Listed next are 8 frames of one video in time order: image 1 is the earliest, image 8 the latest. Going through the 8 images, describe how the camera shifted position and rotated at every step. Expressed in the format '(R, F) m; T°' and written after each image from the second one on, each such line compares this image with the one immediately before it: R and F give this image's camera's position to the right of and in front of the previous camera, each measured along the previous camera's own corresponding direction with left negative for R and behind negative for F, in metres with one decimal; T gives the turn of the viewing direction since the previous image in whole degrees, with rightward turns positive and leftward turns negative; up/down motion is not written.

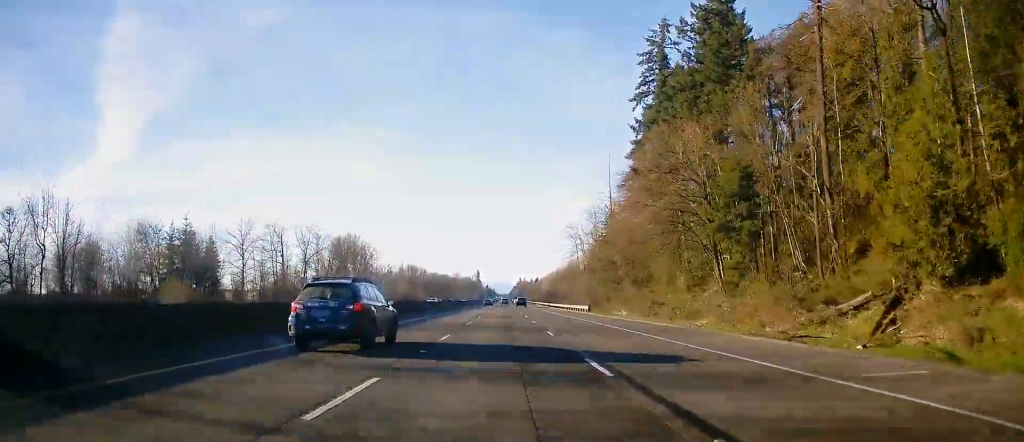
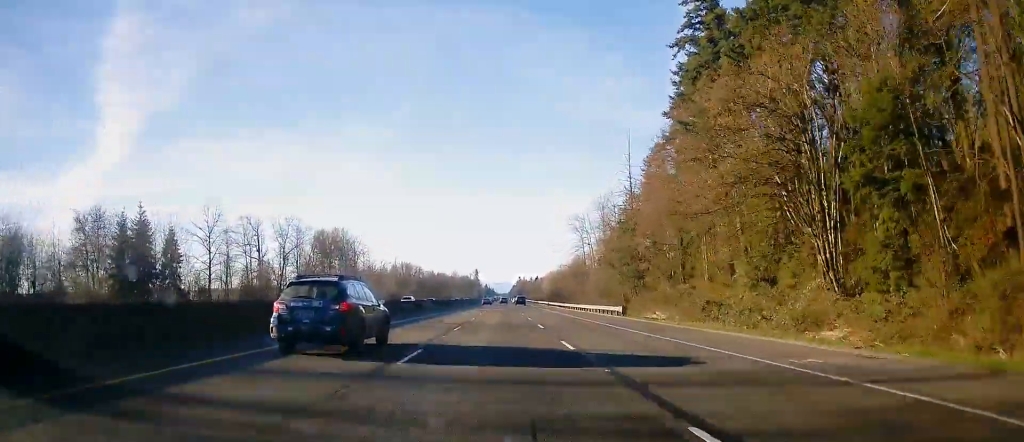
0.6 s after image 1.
(+0.3, +18.8) m; +1°
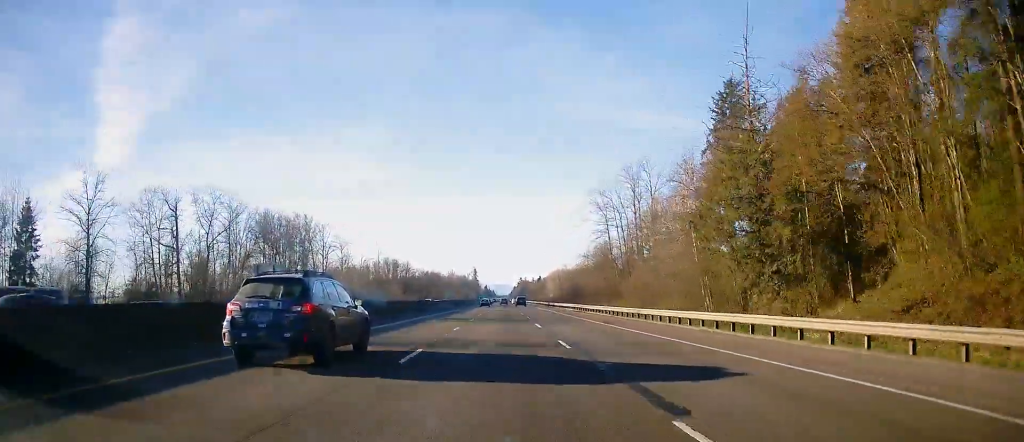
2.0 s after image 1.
(+0.5, +47.4) m; 0°
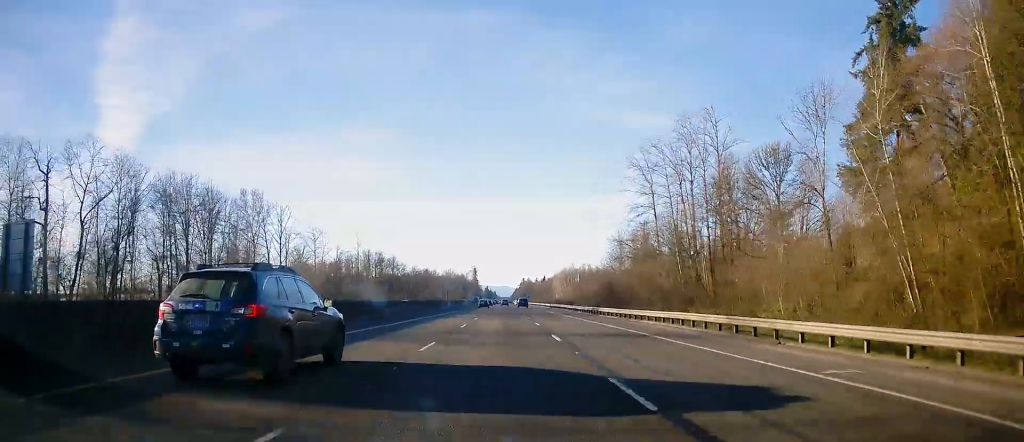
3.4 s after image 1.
(-0.7, +45.1) m; -1°
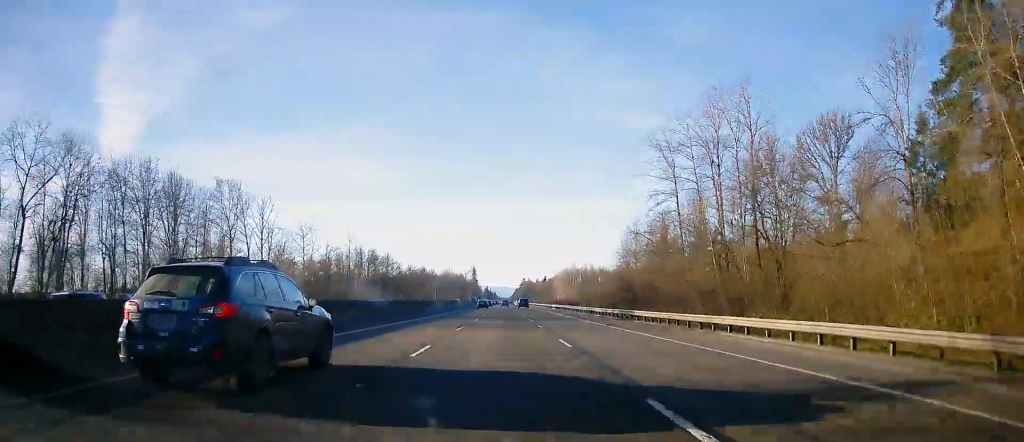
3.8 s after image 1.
(-0.2, +14.3) m; 0°
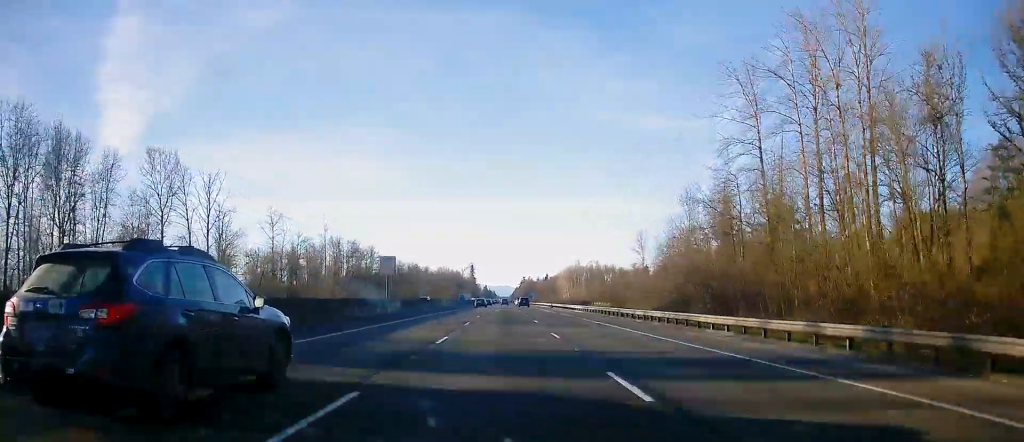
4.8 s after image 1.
(+0.6, +32.0) m; +1°
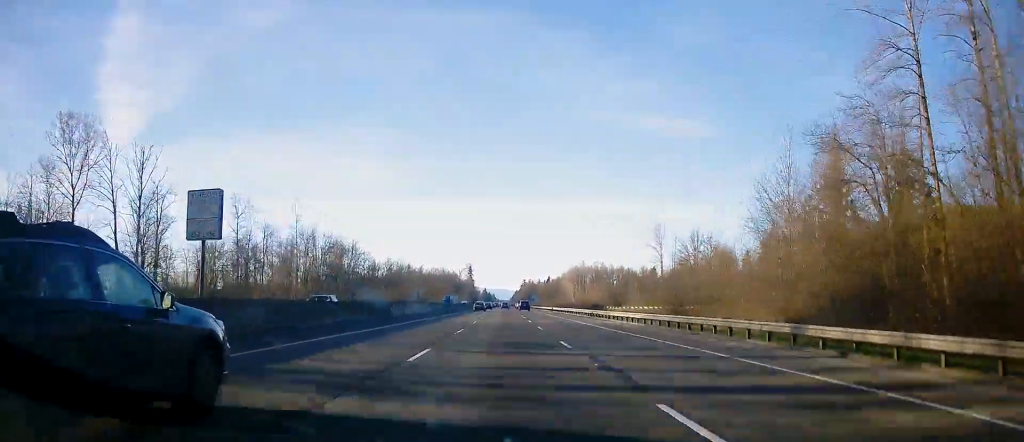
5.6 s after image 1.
(-0.2, +28.7) m; 0°
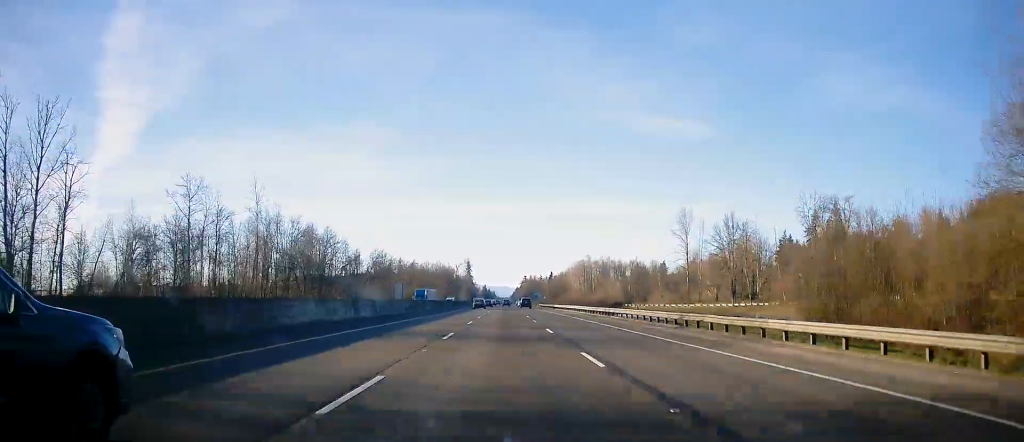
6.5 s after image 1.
(+0.1, +29.9) m; 0°
